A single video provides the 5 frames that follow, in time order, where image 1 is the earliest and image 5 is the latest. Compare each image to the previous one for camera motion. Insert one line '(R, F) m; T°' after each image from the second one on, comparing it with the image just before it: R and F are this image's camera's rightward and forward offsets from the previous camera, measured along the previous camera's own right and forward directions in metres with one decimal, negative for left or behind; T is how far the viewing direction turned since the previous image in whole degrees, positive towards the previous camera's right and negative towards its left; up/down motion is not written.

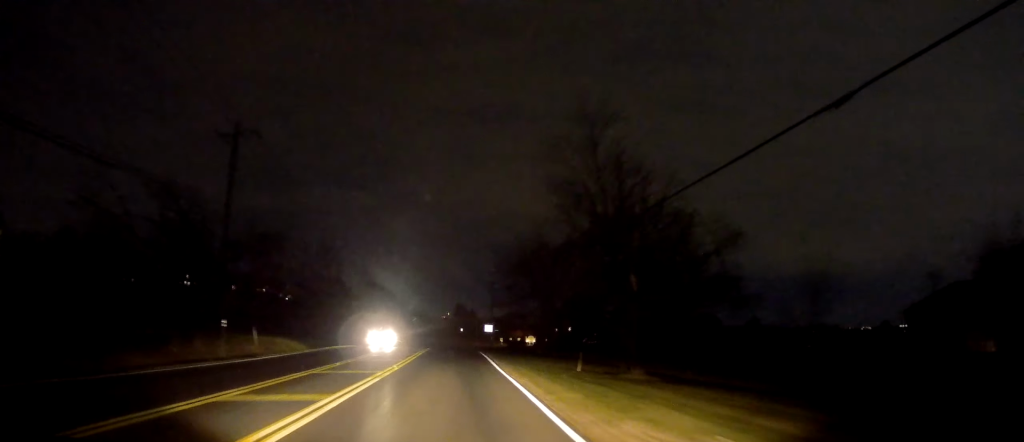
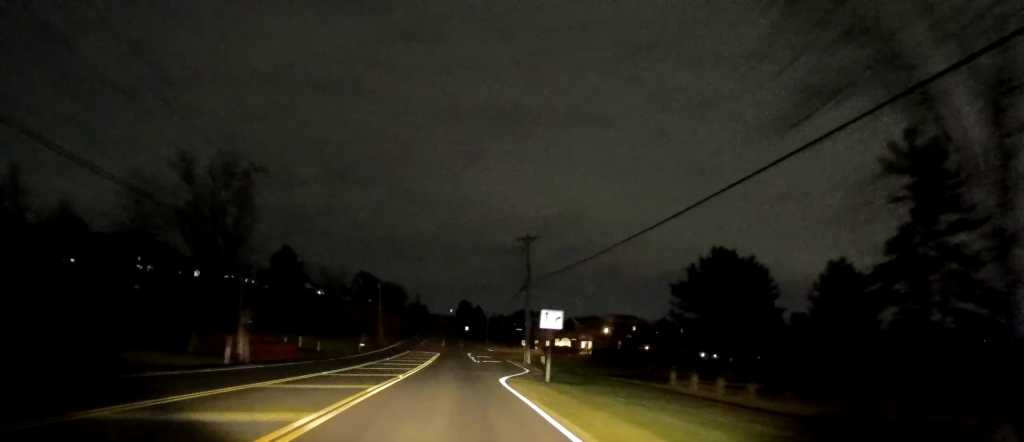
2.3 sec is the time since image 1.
(0.0, +47.3) m; 0°
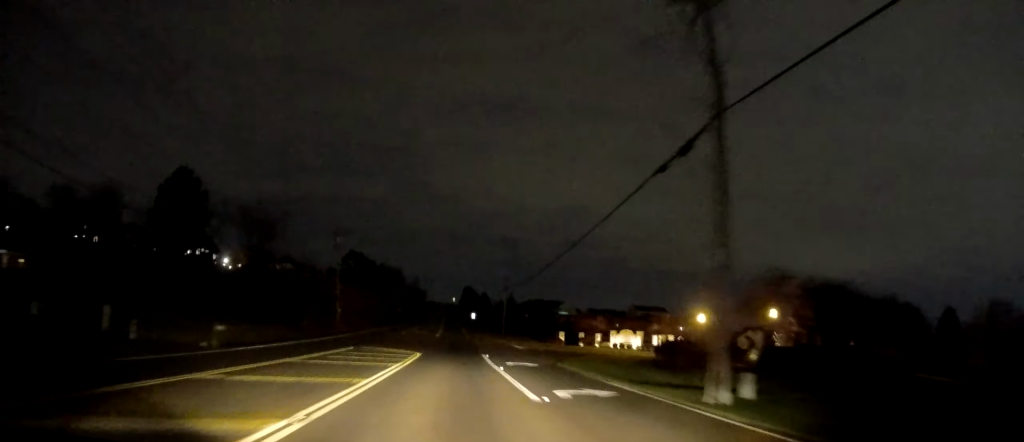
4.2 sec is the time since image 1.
(+0.4, +39.1) m; 0°
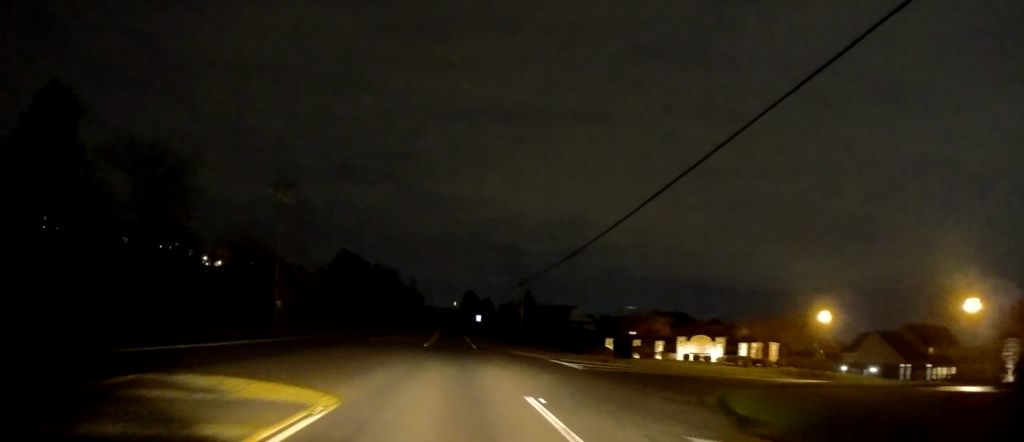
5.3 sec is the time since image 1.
(-0.2, +22.1) m; 0°
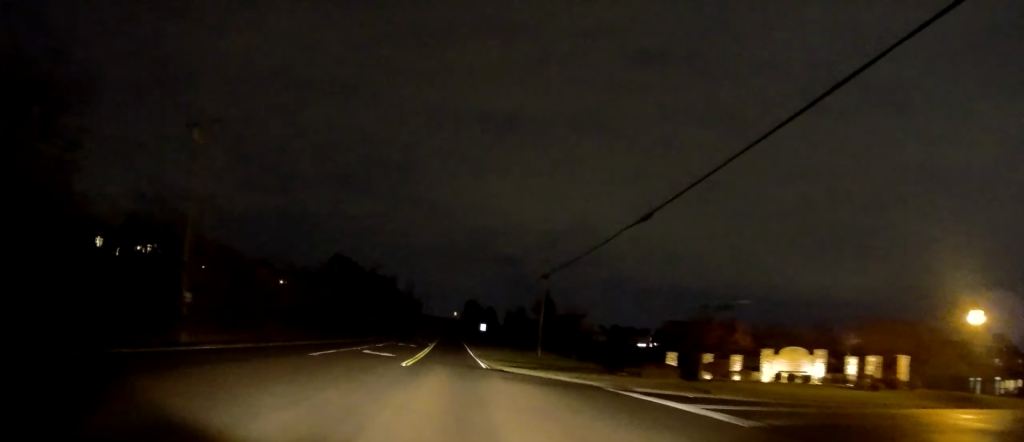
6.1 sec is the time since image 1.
(0.0, +14.9) m; 0°
